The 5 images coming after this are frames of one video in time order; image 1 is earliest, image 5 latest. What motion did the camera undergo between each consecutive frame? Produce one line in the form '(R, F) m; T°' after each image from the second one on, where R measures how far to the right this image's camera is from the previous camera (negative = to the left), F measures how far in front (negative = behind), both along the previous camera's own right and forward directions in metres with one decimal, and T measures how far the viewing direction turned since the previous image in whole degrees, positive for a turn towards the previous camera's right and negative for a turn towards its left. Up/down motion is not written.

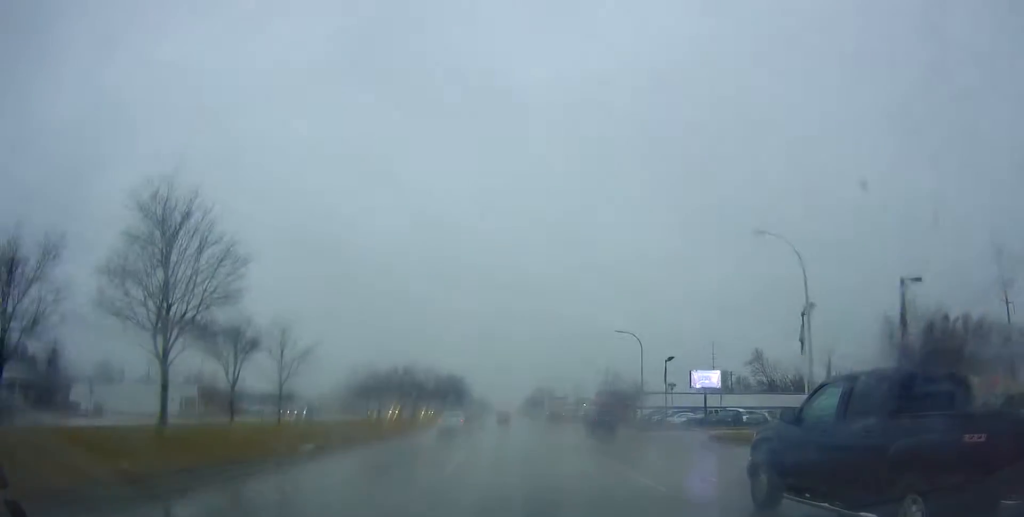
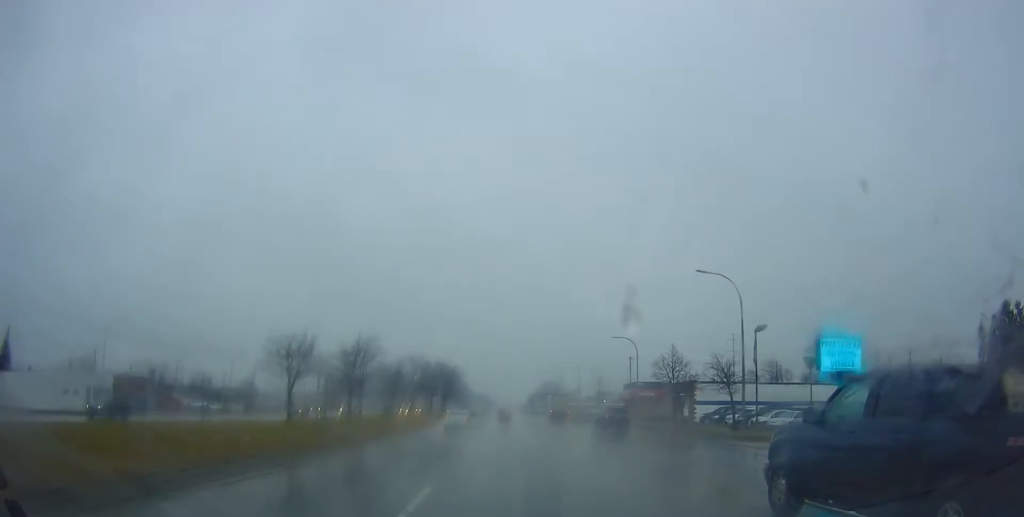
(+0.4, +23.6) m; 0°
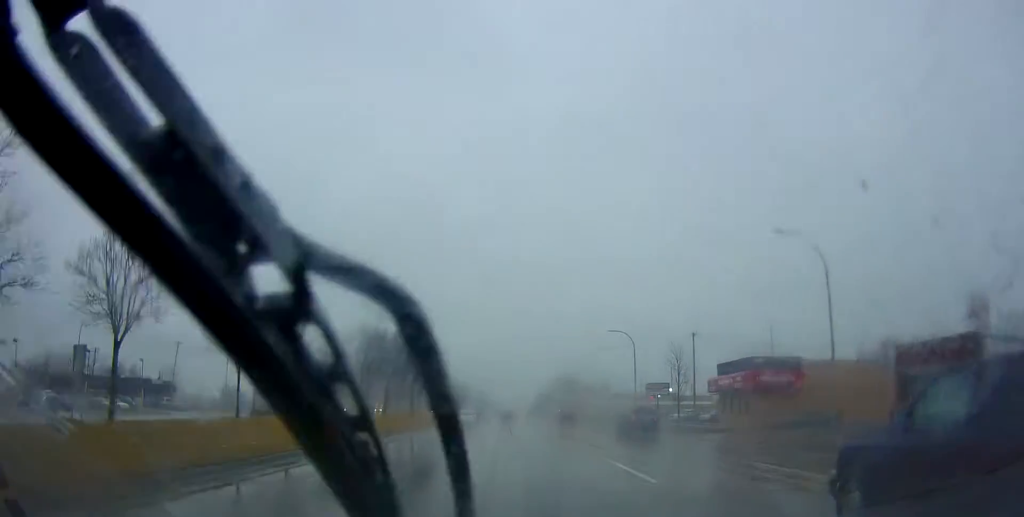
(-1.1, +37.5) m; -2°
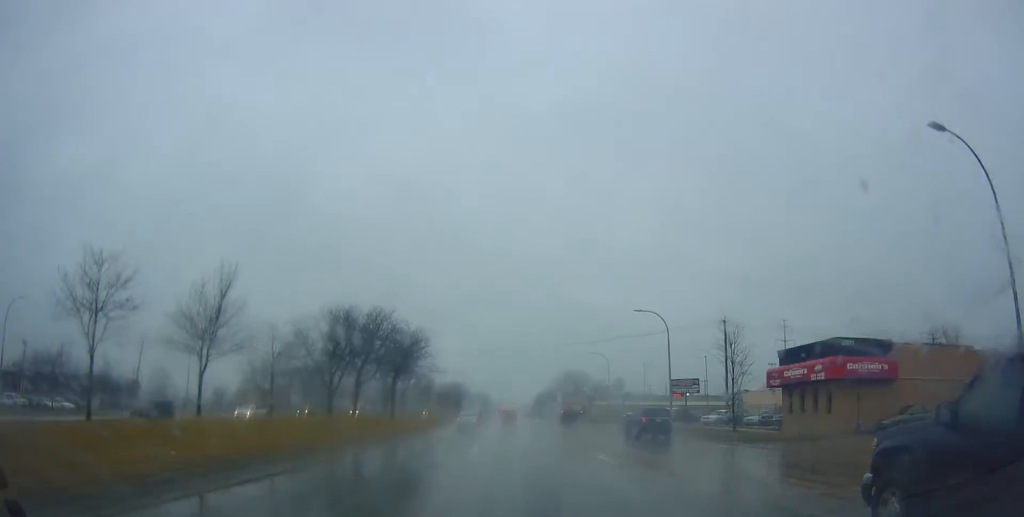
(-0.1, +11.7) m; +1°
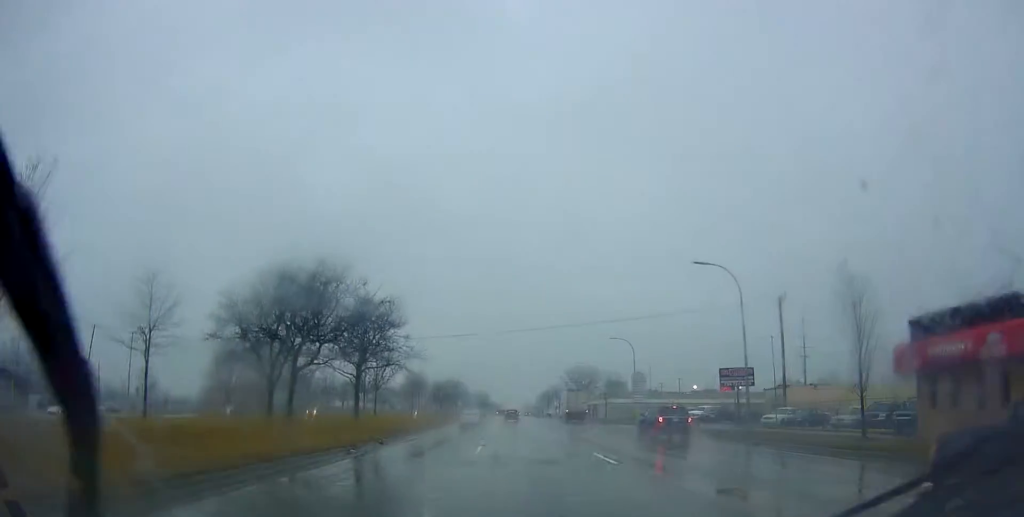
(+0.4, +14.1) m; +2°
